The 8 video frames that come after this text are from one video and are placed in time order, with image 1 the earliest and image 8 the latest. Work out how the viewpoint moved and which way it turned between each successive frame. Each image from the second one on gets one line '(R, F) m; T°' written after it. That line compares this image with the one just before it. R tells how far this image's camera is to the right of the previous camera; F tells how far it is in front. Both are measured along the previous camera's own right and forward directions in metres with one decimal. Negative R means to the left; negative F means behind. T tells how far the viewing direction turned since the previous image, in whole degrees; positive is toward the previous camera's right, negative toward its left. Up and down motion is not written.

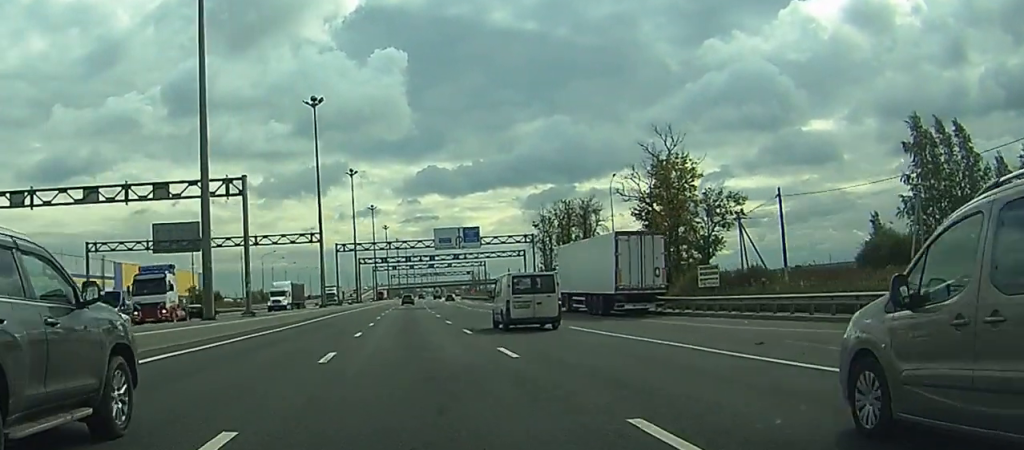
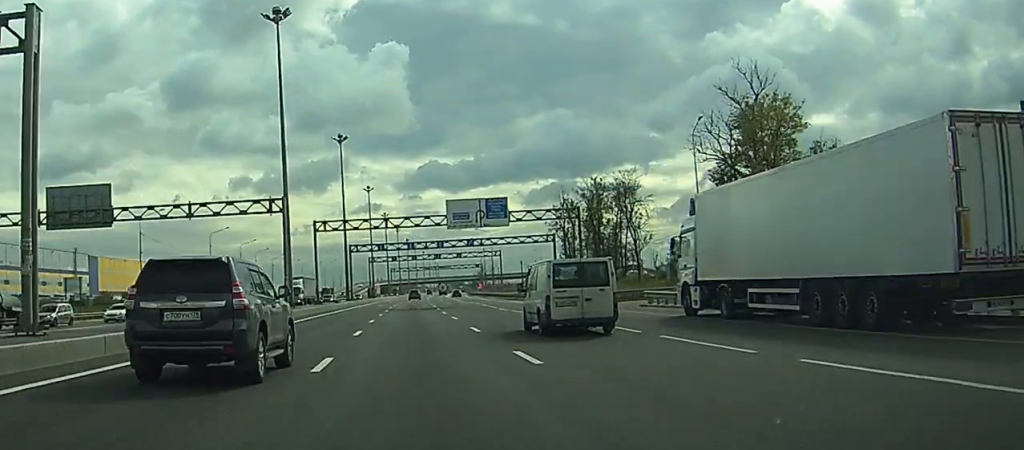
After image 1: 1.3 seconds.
(-0.2, +26.3) m; 0°
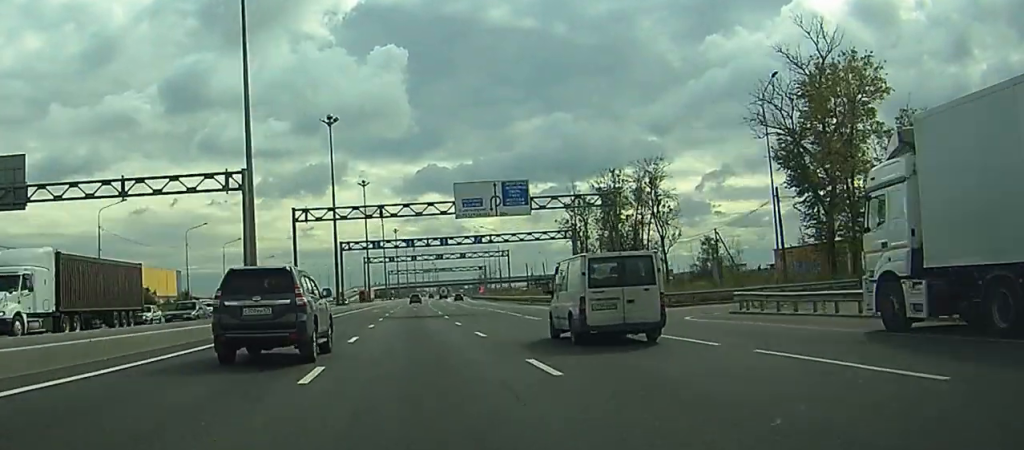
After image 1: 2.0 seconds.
(0.0, +13.7) m; 0°
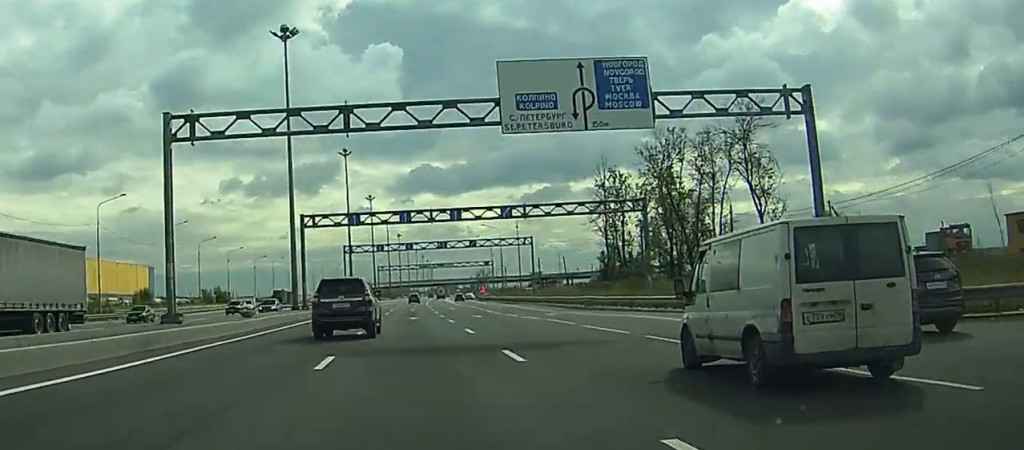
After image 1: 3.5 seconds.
(-0.1, +32.5) m; 0°
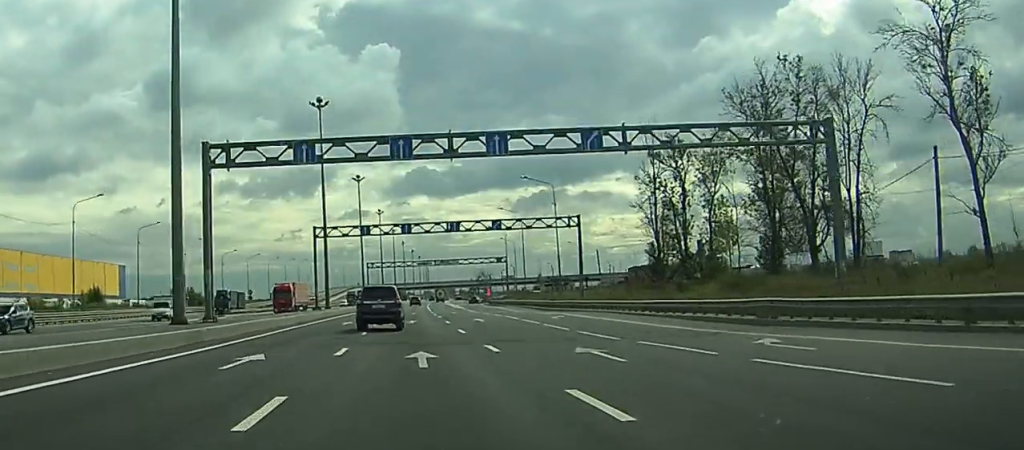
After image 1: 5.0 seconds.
(+0.1, +31.5) m; +1°
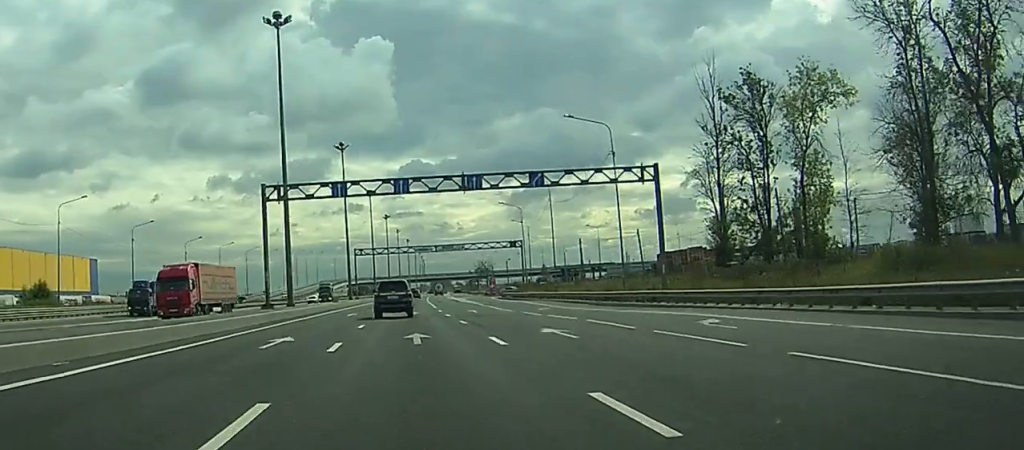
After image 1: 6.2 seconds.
(+0.1, +25.5) m; +1°
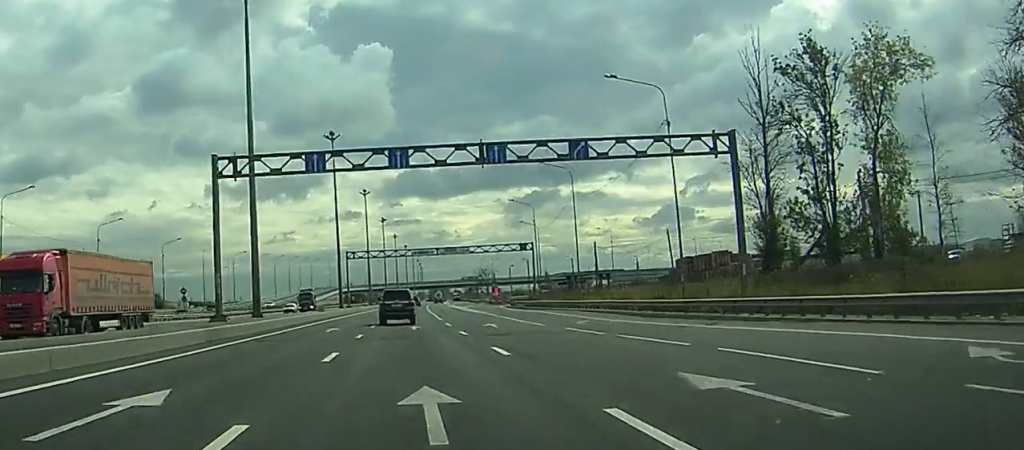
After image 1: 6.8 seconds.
(+0.2, +12.8) m; +1°
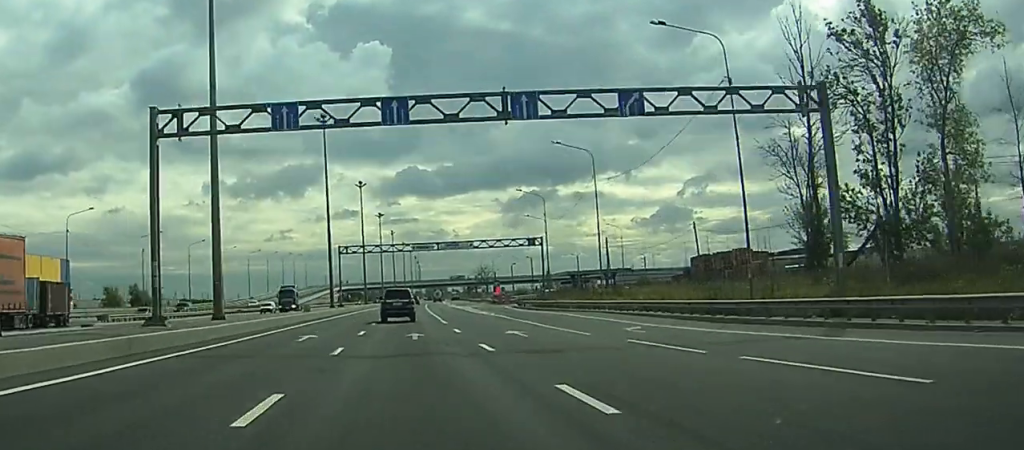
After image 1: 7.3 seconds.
(+0.1, +9.2) m; 0°
